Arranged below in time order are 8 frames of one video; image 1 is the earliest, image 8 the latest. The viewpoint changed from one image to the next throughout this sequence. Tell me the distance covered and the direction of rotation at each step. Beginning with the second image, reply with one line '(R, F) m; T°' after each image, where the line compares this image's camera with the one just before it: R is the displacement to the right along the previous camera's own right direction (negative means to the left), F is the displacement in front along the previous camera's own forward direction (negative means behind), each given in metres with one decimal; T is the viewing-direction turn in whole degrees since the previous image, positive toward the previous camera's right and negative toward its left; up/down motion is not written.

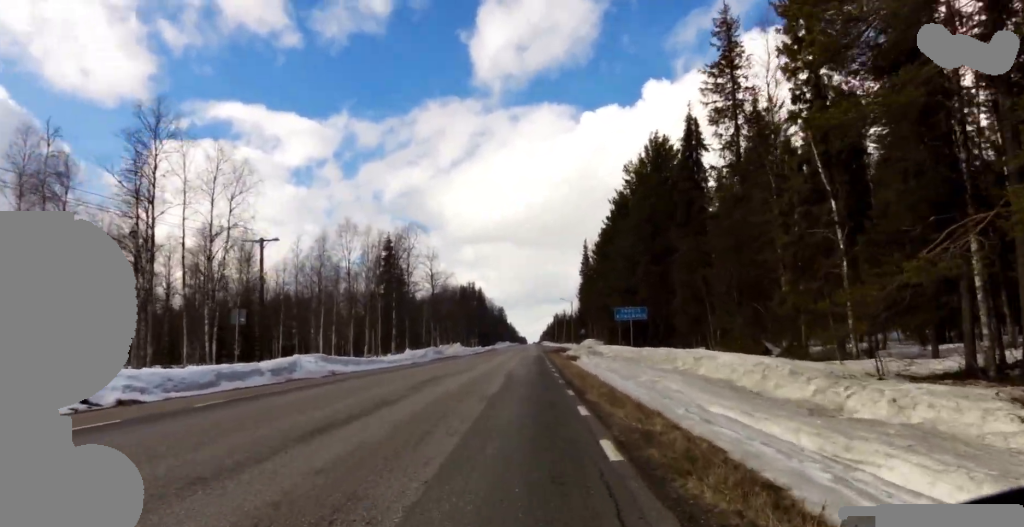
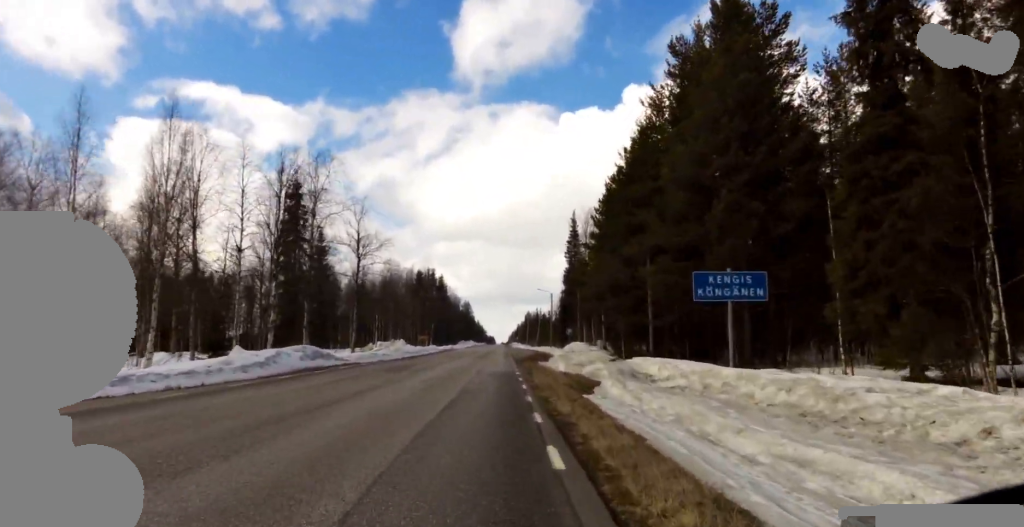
(-0.1, +24.1) m; -2°
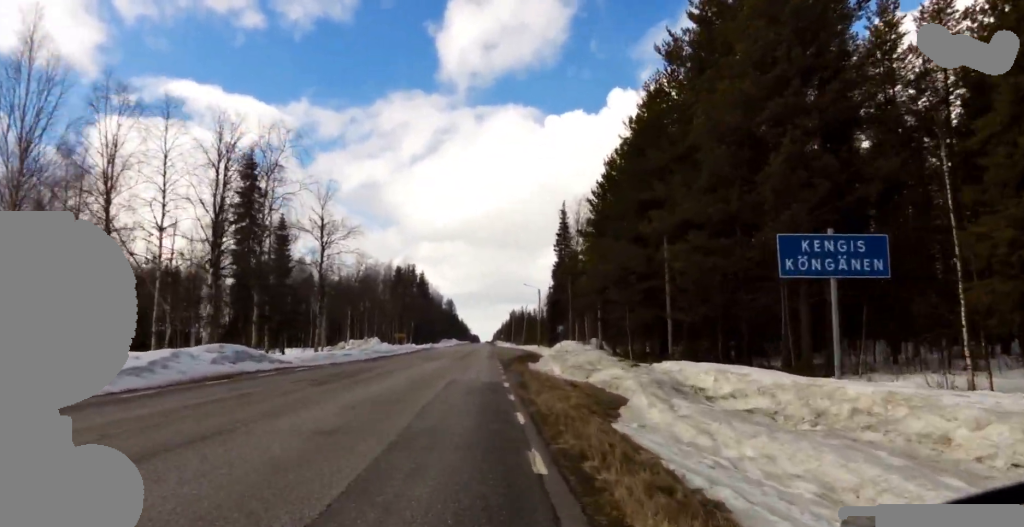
(-0.2, +6.4) m; 0°
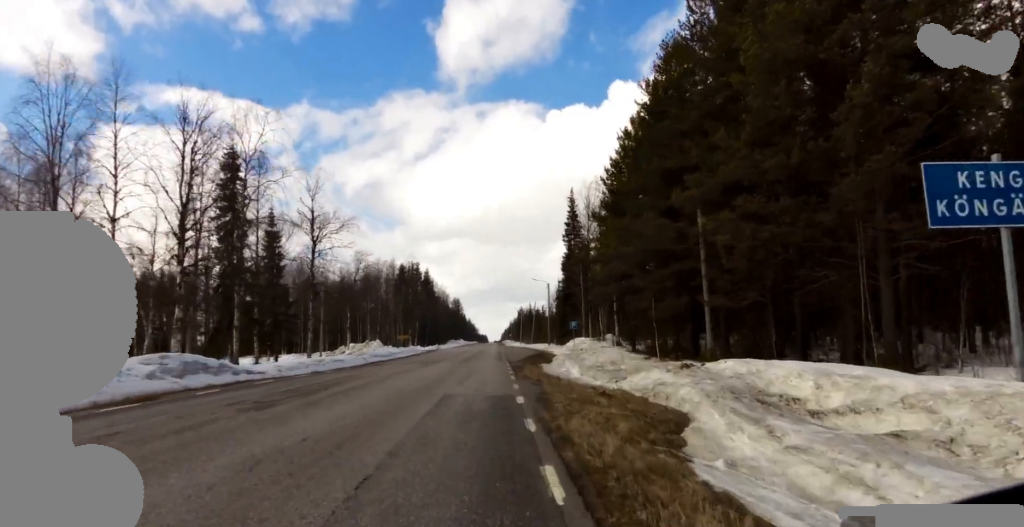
(+0.1, +3.9) m; 0°
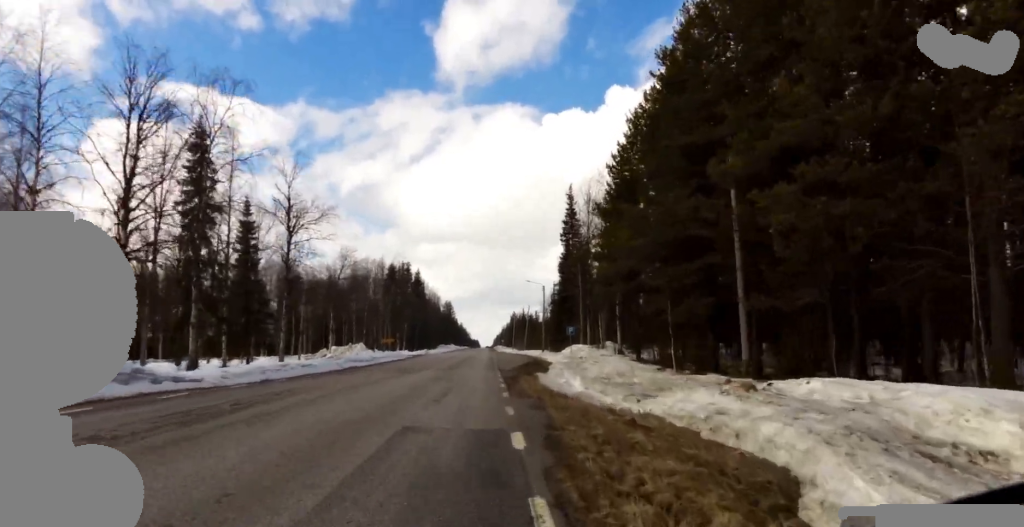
(+0.1, +3.9) m; 0°
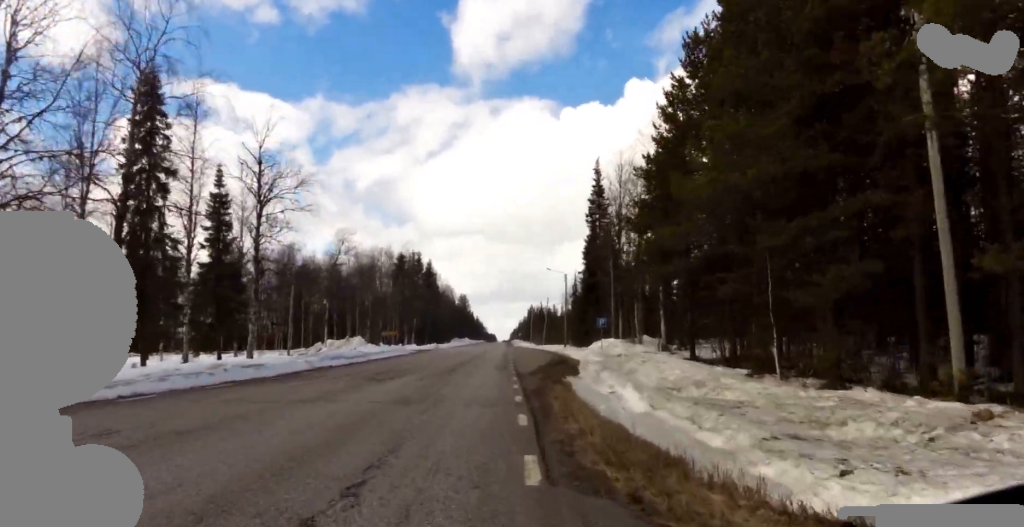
(-0.2, +7.9) m; -1°
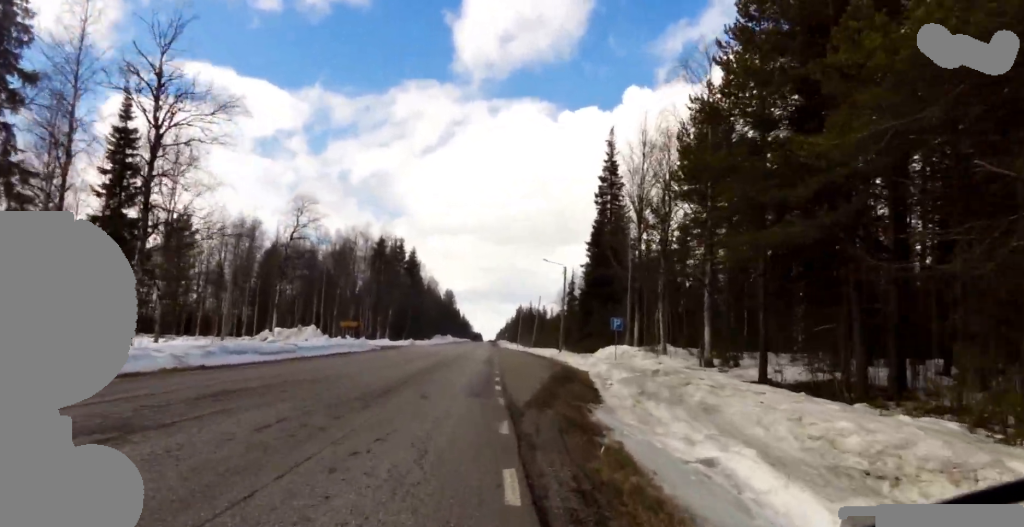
(0.0, +9.6) m; +1°
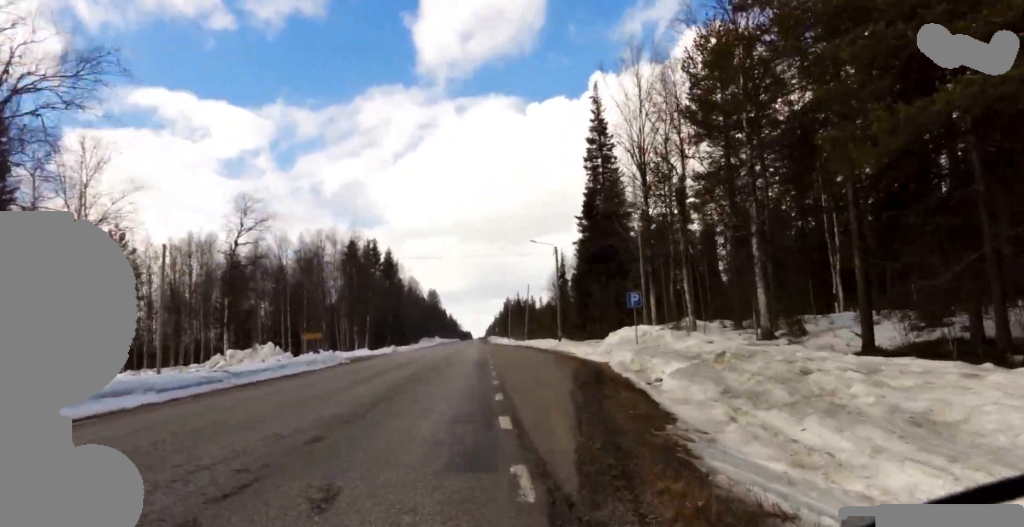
(+0.2, +6.0) m; +1°
